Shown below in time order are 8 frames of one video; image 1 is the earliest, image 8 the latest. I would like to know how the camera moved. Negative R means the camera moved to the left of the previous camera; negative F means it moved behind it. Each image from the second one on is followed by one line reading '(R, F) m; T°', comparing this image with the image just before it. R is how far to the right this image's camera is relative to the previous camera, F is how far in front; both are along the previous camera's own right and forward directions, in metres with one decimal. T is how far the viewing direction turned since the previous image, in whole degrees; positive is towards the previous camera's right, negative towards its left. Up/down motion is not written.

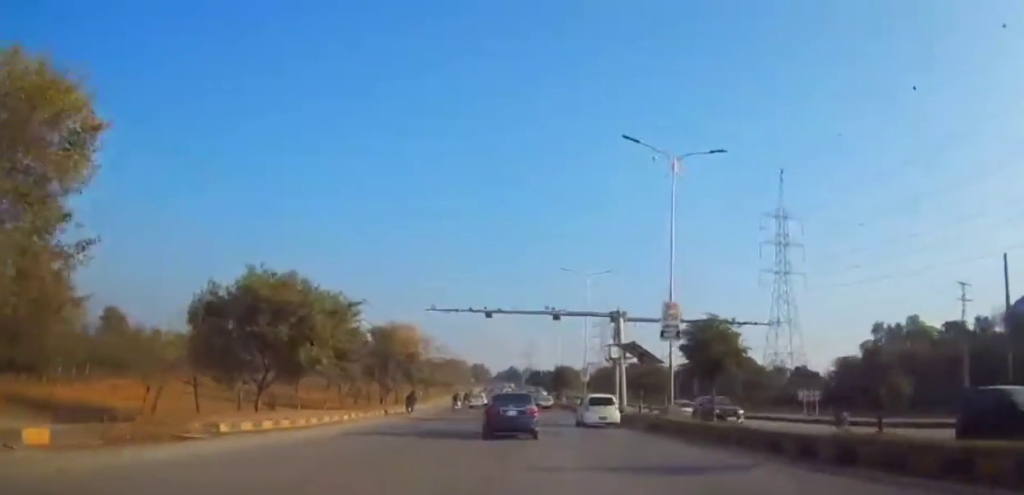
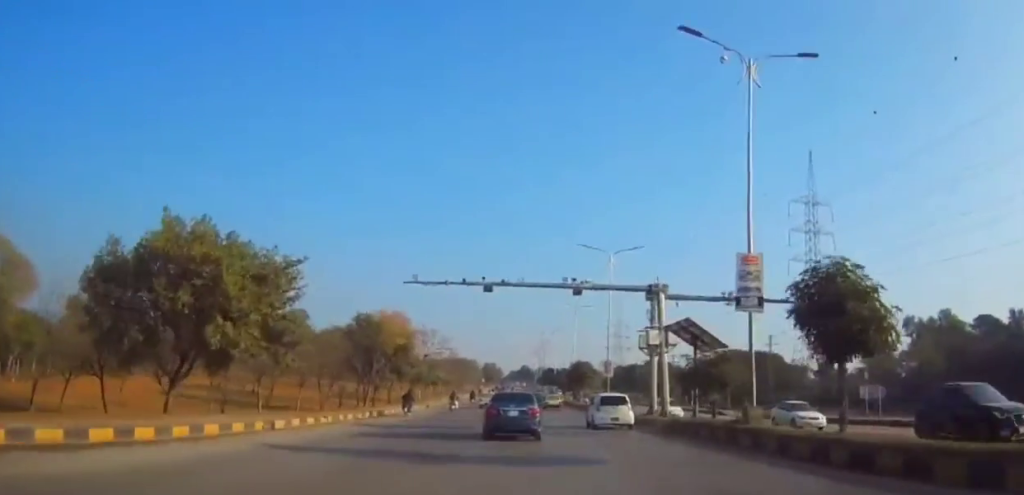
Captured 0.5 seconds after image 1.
(-0.2, +10.2) m; -1°
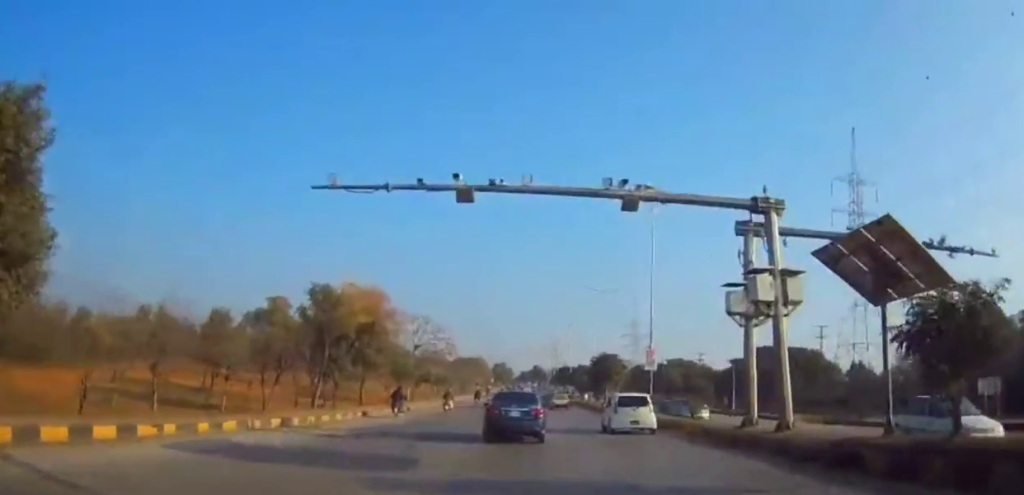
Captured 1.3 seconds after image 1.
(-0.1, +14.6) m; -1°
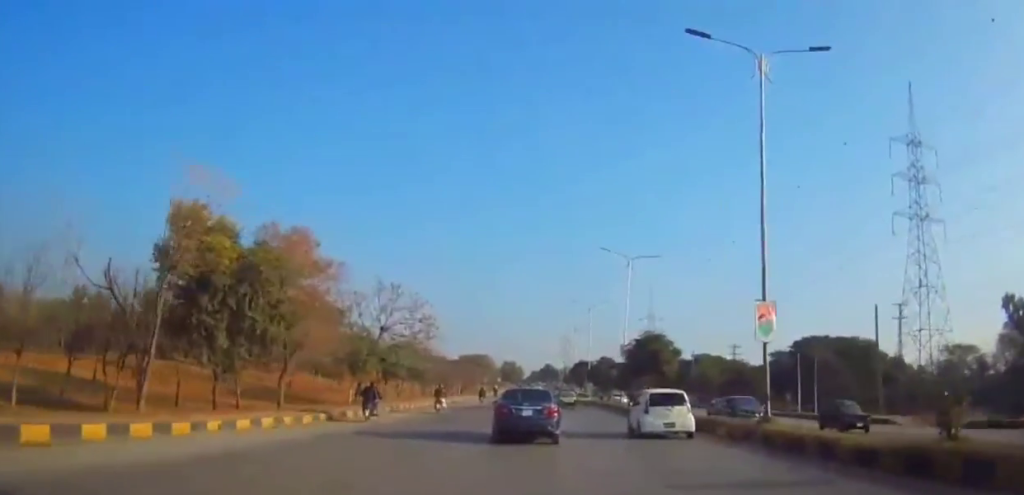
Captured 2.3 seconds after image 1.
(-0.1, +18.2) m; -1°
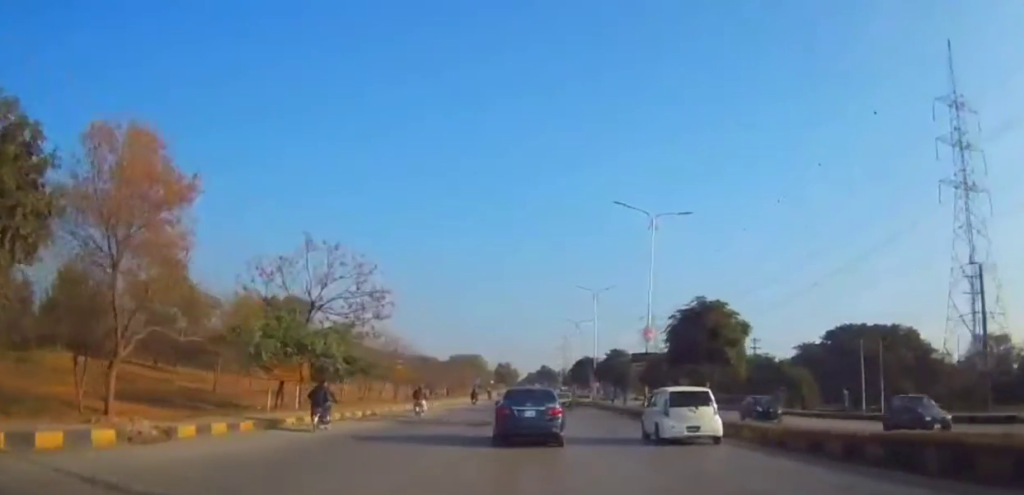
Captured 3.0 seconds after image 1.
(-0.2, +14.2) m; -1°
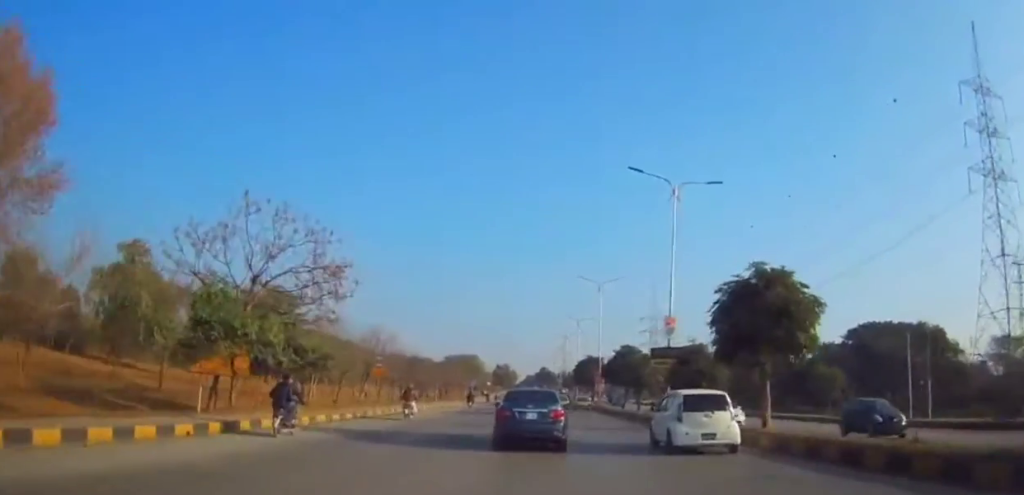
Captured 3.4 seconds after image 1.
(0.0, +7.2) m; 0°
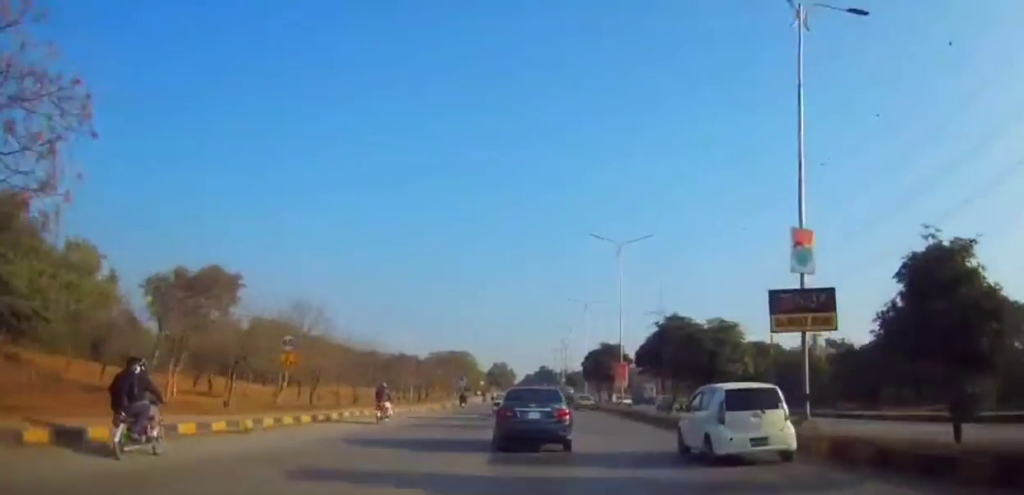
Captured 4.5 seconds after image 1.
(+0.2, +18.6) m; +1°
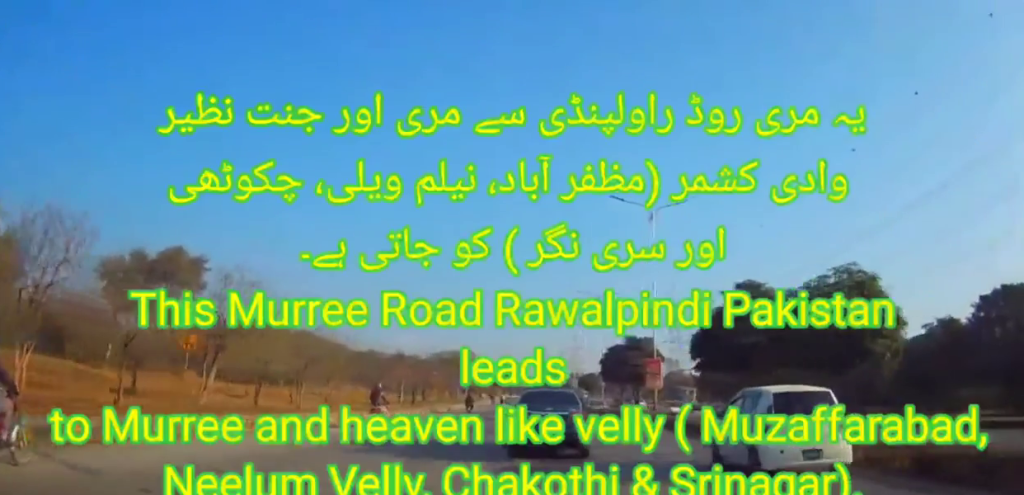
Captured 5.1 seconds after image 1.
(+0.1, +10.7) m; 0°
